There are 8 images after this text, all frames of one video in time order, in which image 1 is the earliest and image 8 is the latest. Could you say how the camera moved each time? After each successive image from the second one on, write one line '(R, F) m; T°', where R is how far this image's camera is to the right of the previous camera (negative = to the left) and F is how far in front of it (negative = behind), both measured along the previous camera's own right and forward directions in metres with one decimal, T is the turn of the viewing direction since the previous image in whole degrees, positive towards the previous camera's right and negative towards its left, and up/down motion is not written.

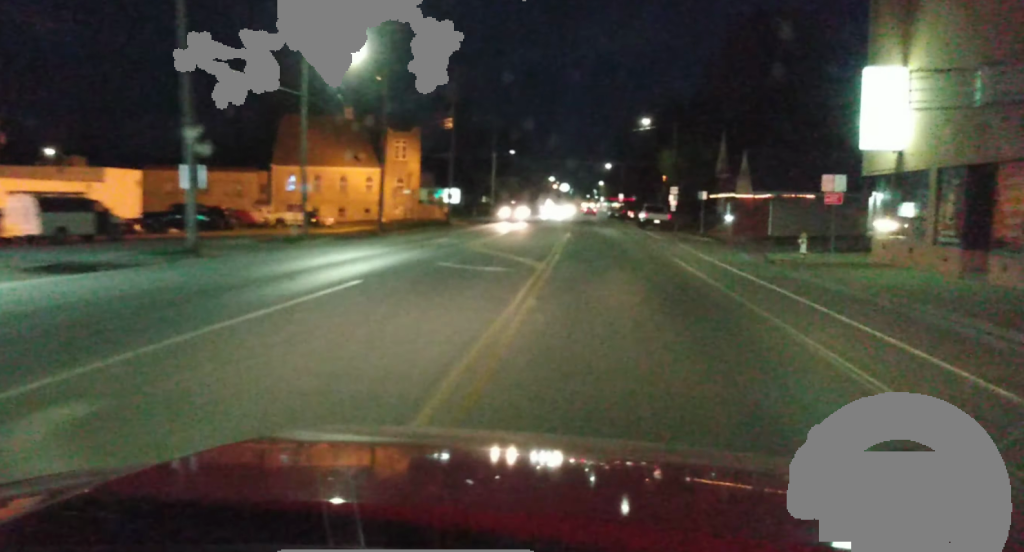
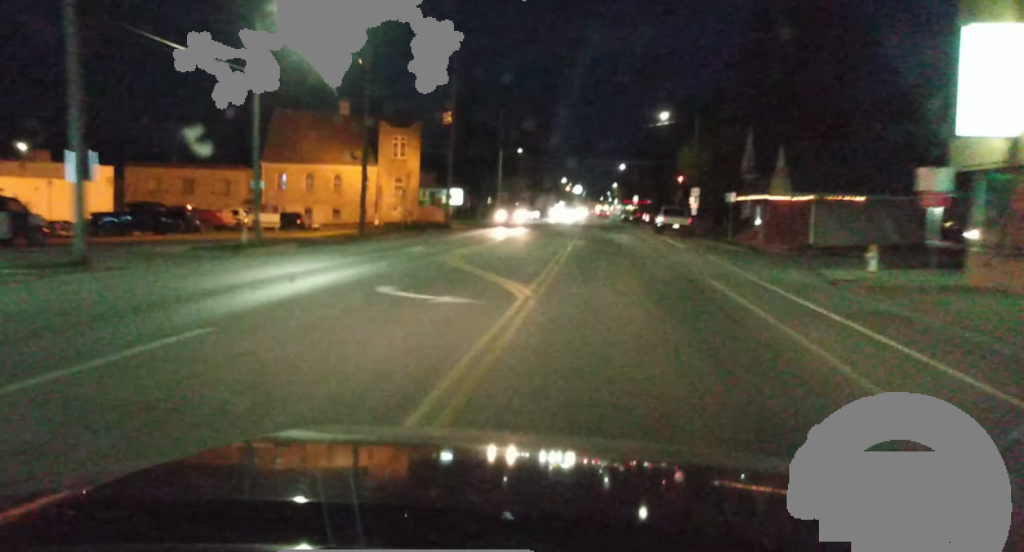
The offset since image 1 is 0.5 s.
(-0.1, +7.5) m; -2°
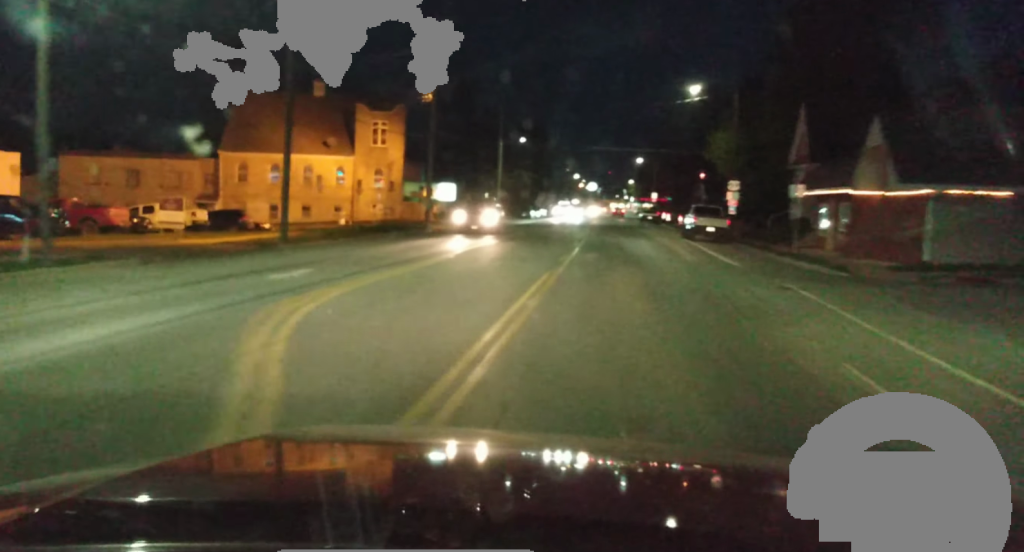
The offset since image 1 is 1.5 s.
(-0.4, +14.7) m; -1°
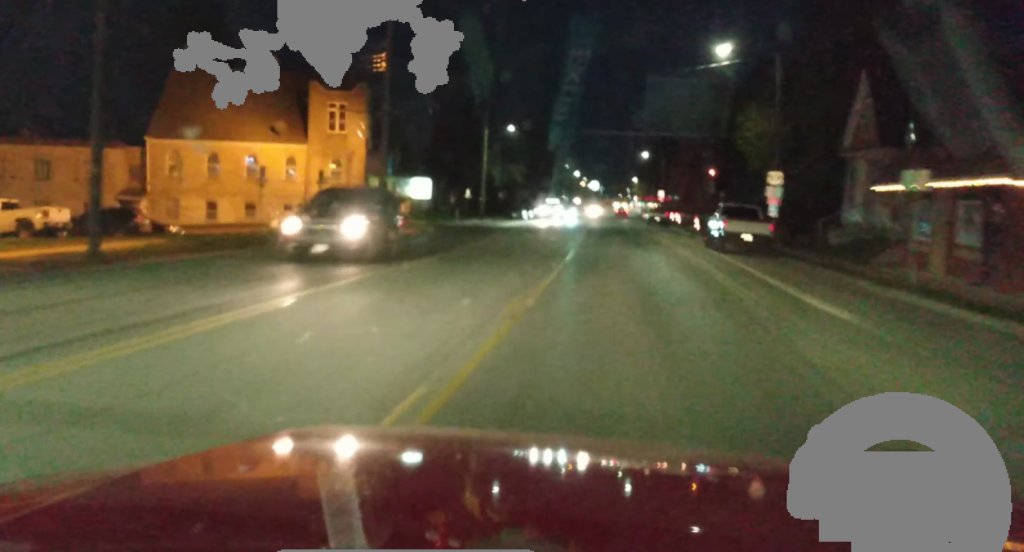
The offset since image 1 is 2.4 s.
(+0.1, +14.4) m; 0°
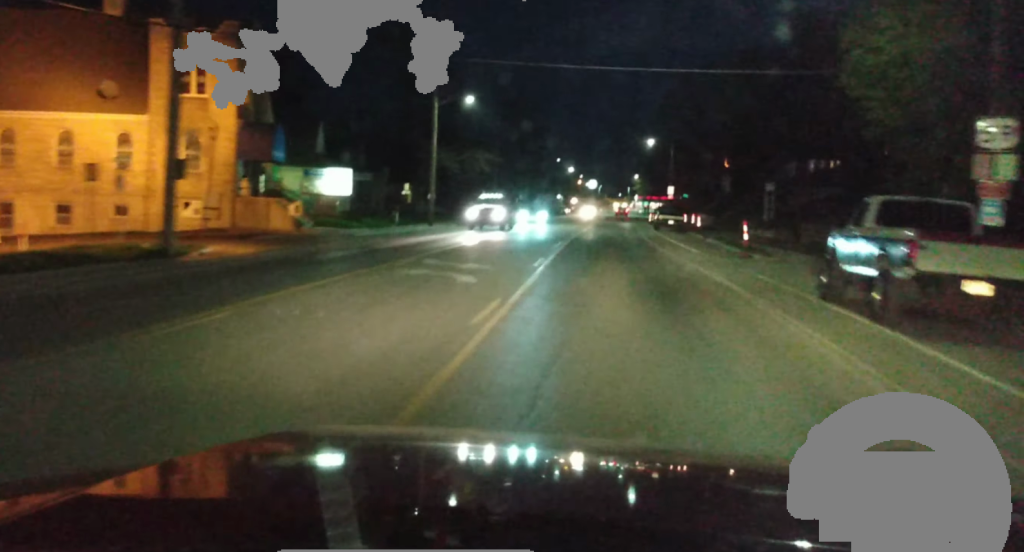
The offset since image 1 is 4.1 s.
(-0.5, +25.6) m; -1°
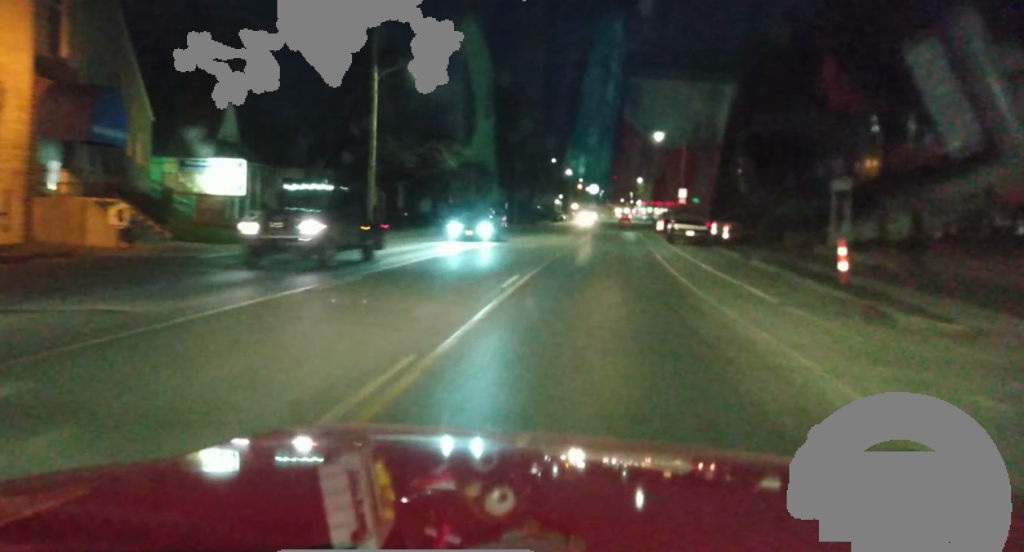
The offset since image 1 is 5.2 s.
(+0.2, +17.6) m; +1°
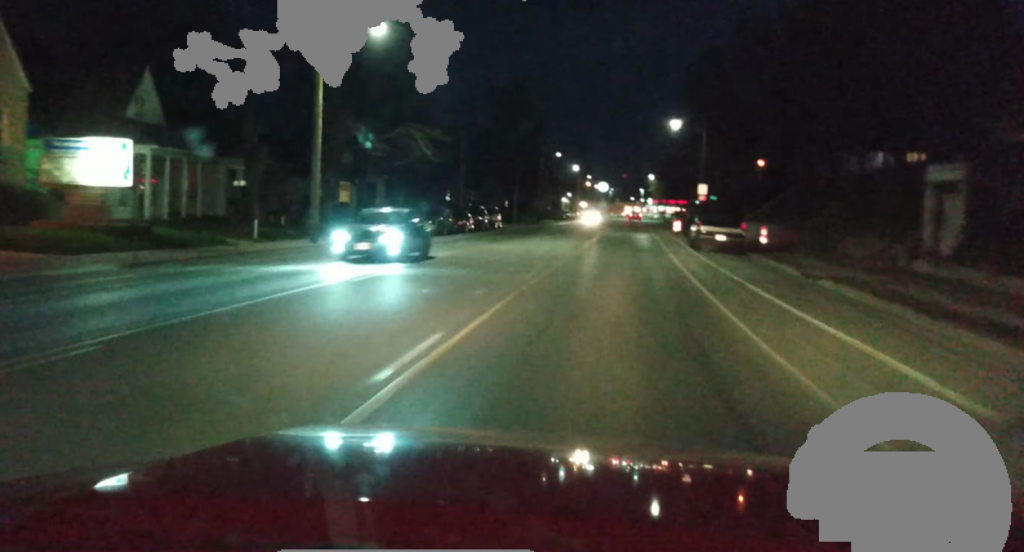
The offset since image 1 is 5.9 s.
(+0.1, +10.5) m; 0°
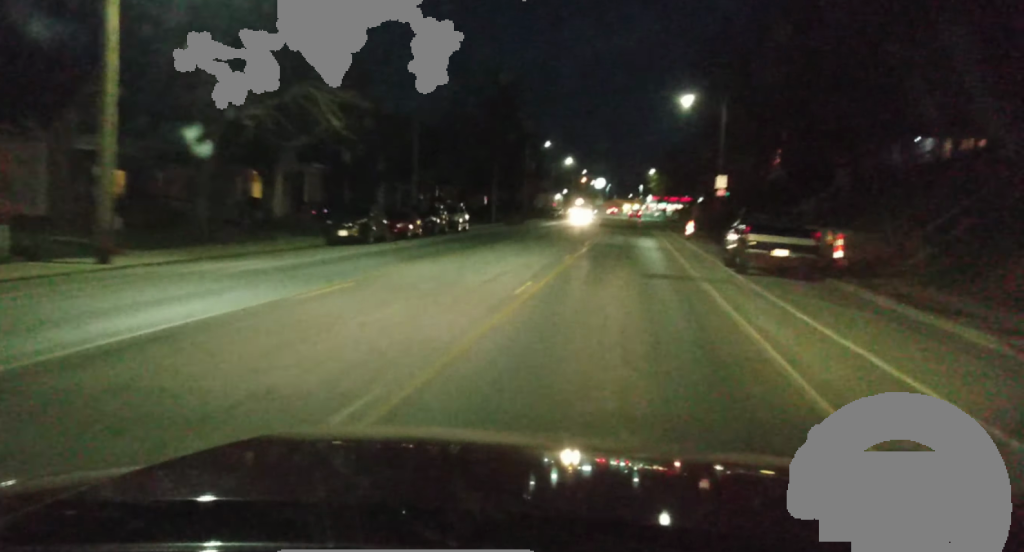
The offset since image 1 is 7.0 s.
(-0.1, +15.5) m; -1°
